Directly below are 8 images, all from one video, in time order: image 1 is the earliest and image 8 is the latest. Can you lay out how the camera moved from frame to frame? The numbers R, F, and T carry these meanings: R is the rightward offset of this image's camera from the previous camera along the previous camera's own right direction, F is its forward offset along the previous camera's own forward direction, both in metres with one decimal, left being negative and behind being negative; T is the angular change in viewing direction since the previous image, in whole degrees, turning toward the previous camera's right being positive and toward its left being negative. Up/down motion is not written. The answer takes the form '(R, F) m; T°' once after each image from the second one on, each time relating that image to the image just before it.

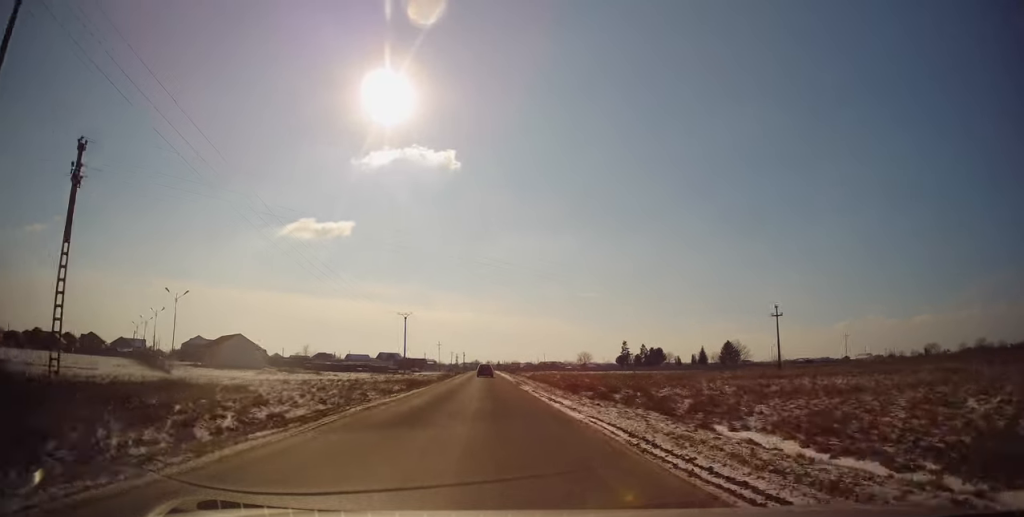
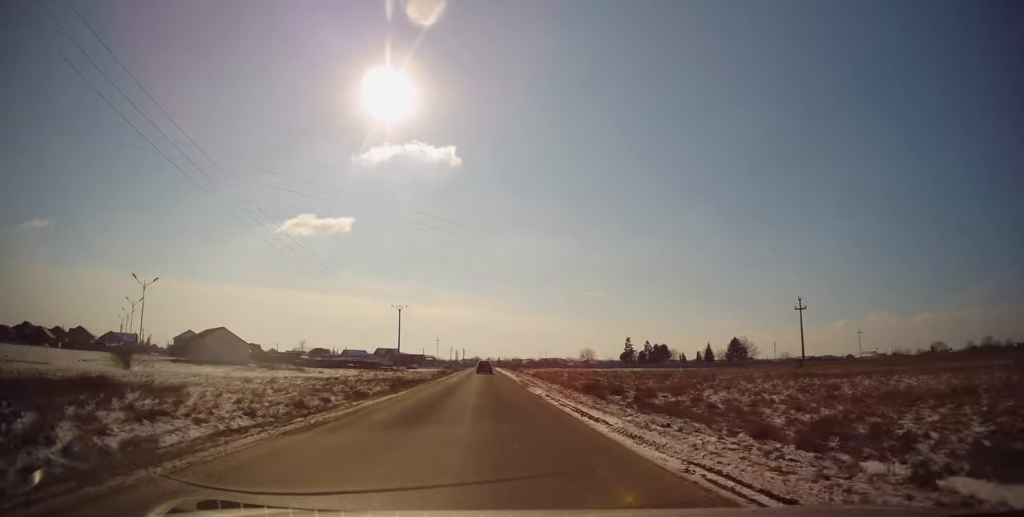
(-0.1, +7.2) m; 0°
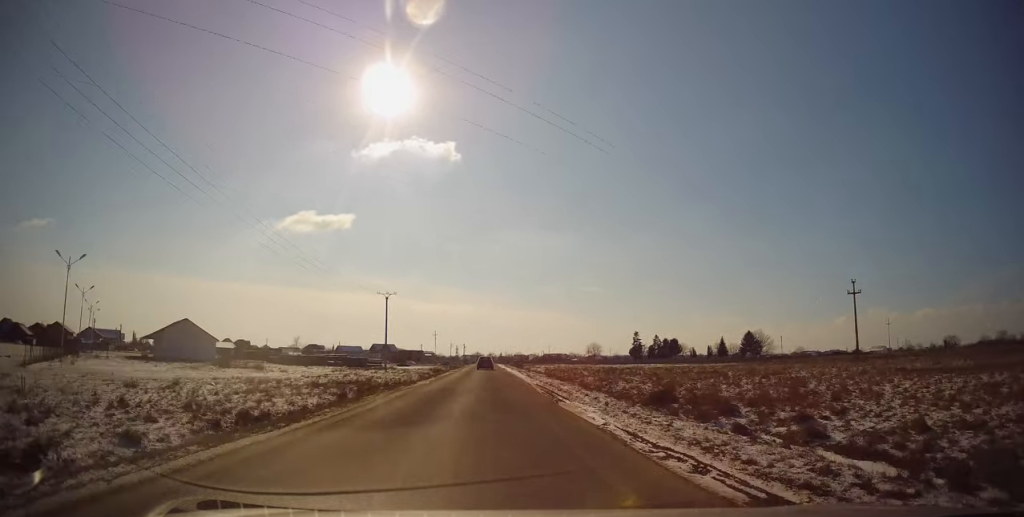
(-0.4, +12.9) m; -1°
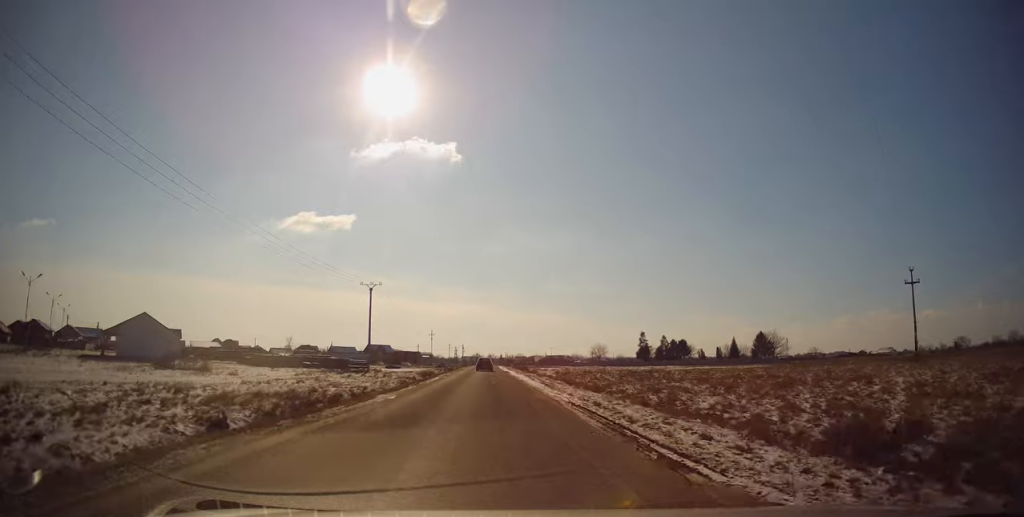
(+0.2, +11.1) m; +1°
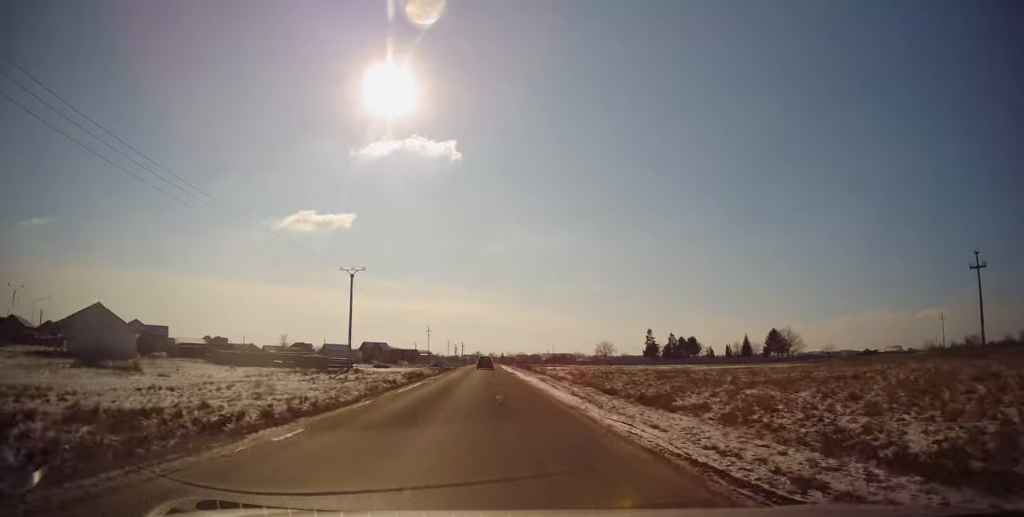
(+0.1, +10.0) m; 0°
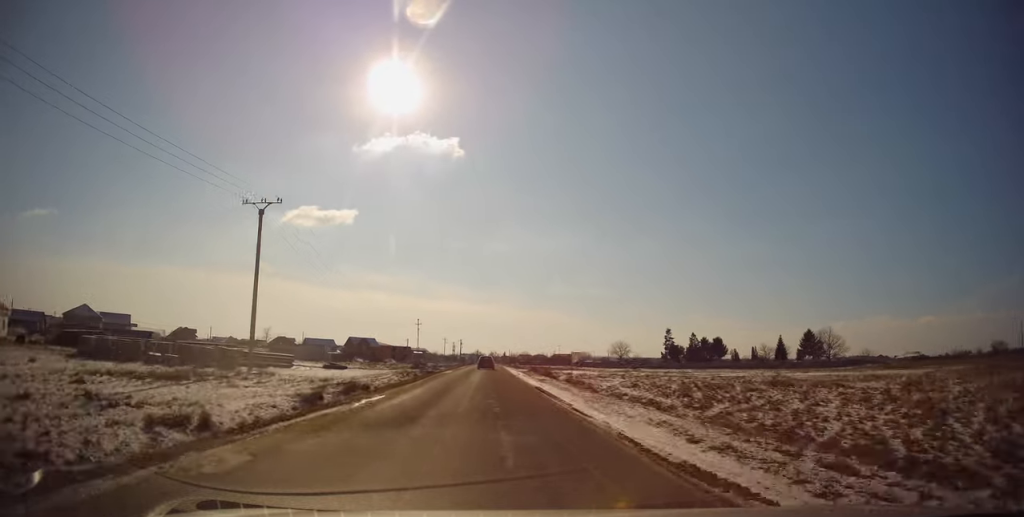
(0.0, +25.2) m; 0°
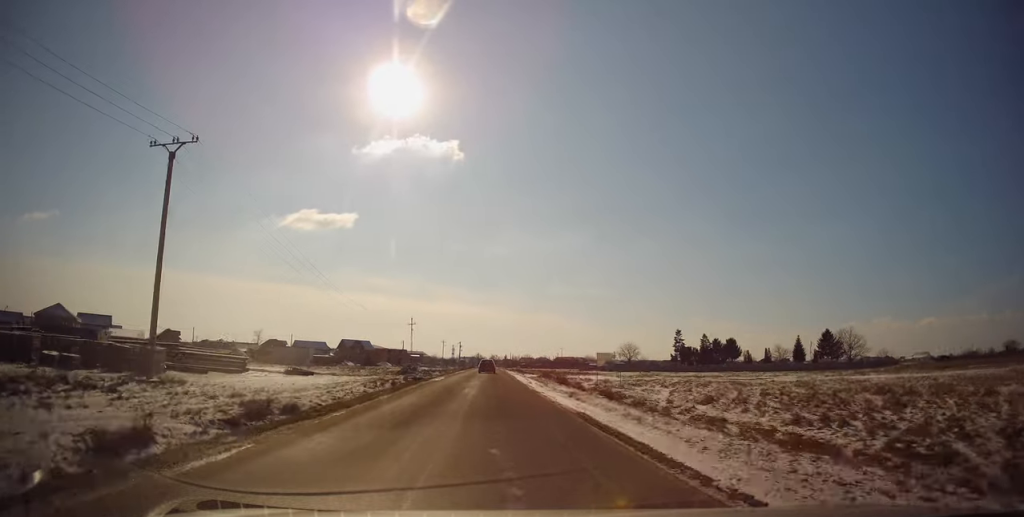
(0.0, +11.0) m; 0°
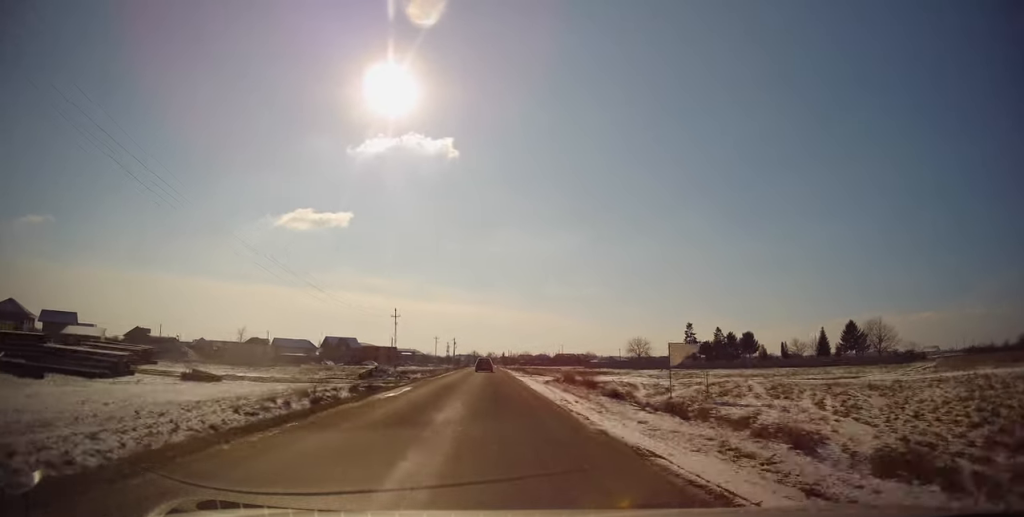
(0.0, +15.5) m; 0°
